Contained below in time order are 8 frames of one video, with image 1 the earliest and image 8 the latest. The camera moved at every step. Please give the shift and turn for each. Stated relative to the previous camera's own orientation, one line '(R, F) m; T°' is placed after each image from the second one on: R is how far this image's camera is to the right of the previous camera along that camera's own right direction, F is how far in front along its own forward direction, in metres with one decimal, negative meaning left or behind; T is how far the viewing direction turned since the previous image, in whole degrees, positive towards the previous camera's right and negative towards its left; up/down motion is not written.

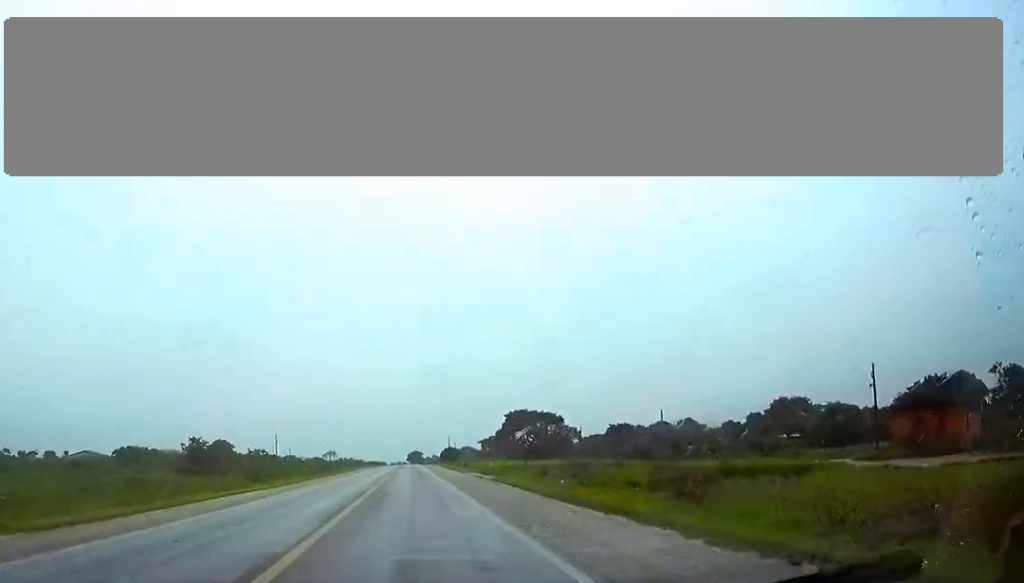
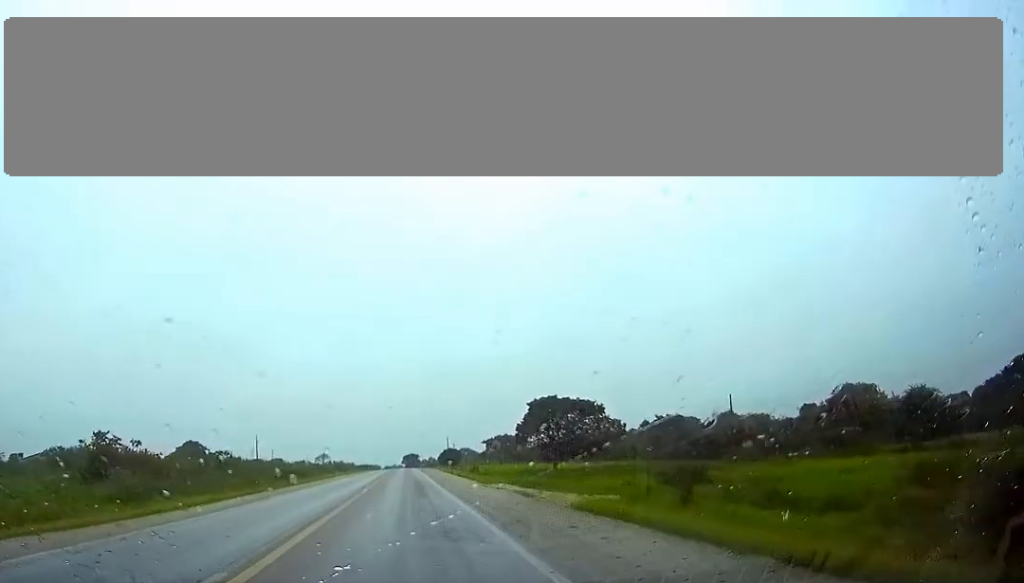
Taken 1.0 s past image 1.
(+0.1, +24.8) m; 0°
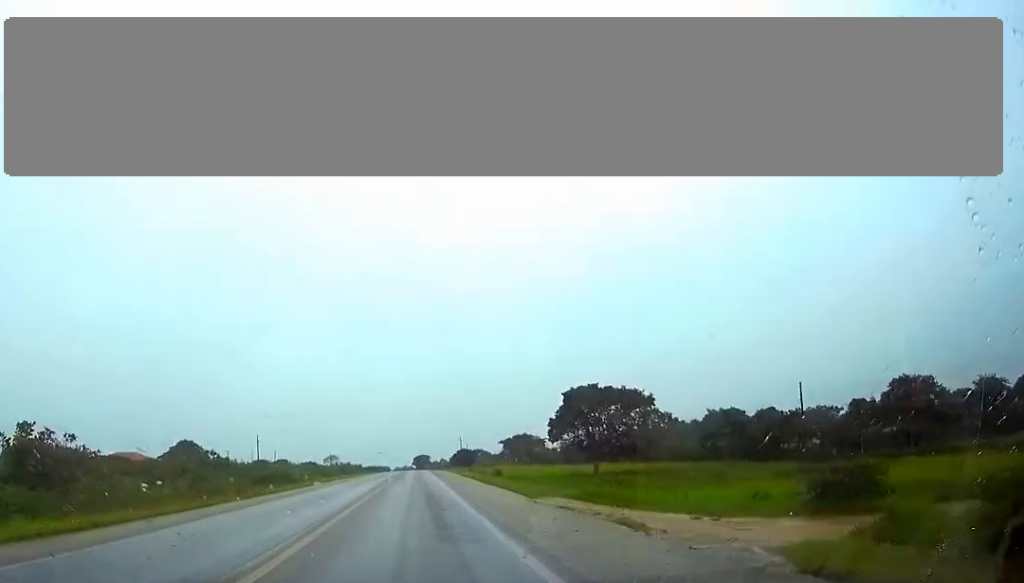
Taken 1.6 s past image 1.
(-0.1, +13.6) m; 0°
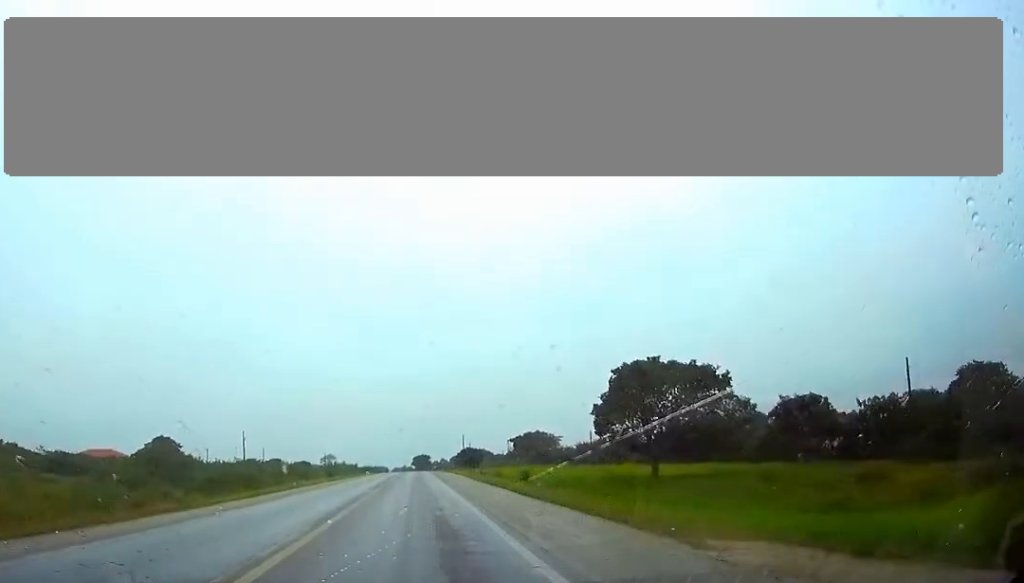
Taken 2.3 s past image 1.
(0.0, +16.9) m; 0°
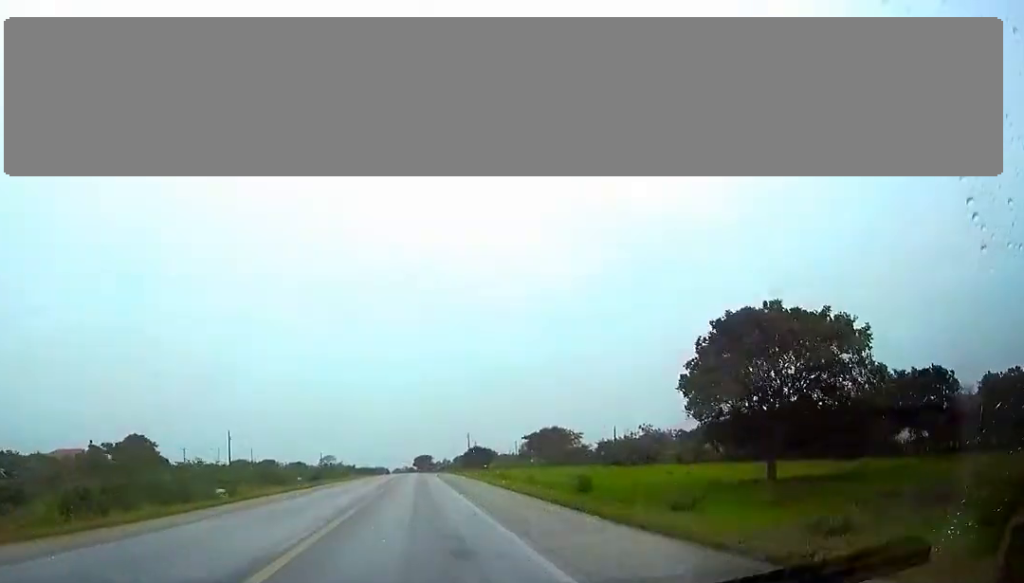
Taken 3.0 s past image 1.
(0.0, +17.0) m; 0°
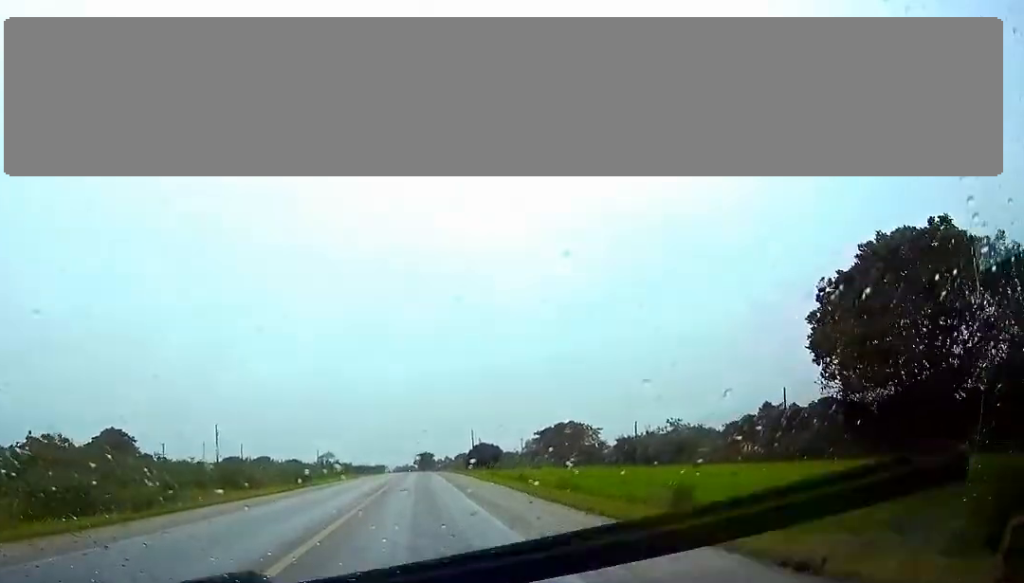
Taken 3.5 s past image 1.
(-0.1, +12.2) m; 0°
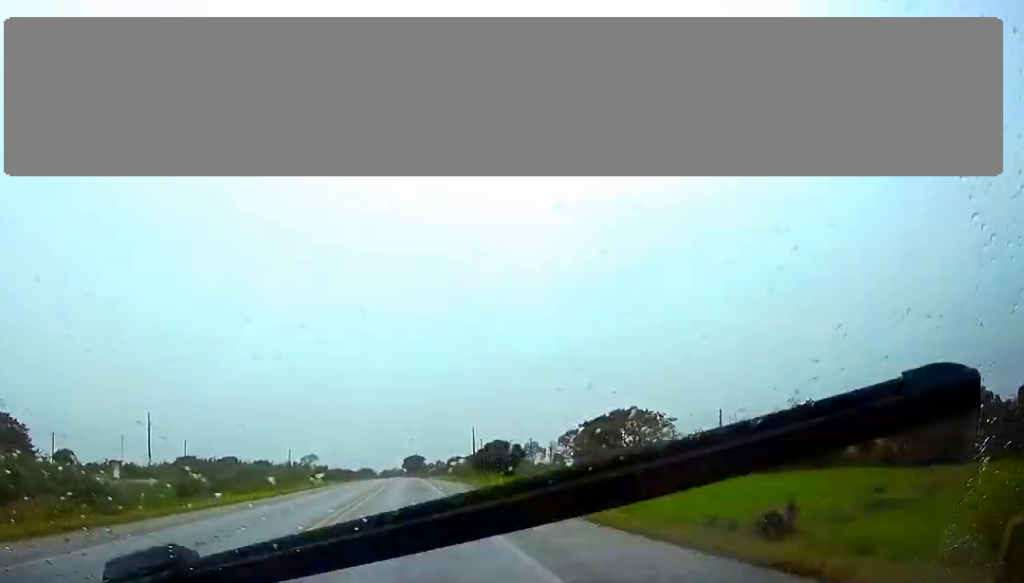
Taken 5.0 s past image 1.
(+0.2, +37.6) m; 0°
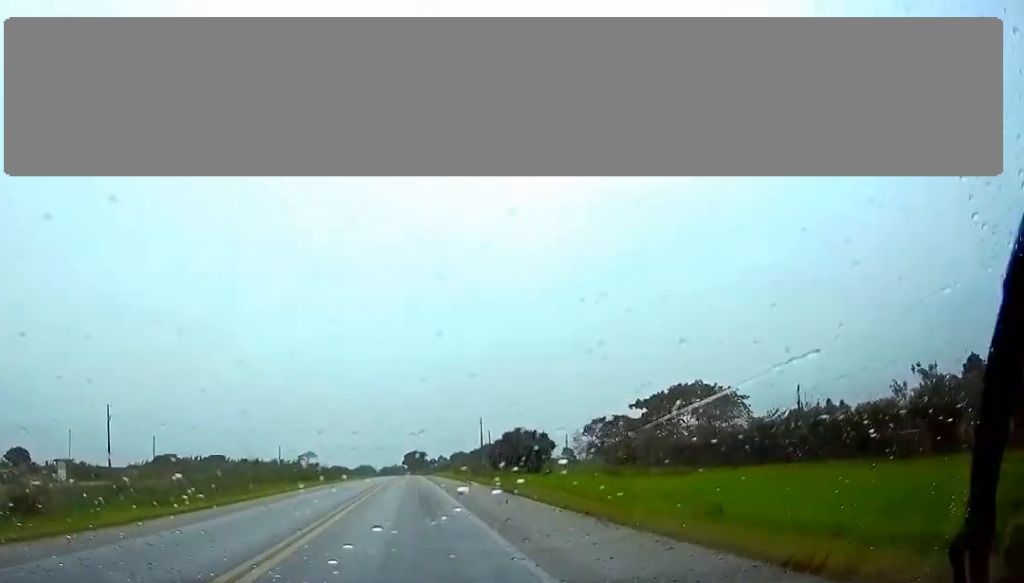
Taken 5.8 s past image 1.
(-0.1, +18.2) m; 0°
